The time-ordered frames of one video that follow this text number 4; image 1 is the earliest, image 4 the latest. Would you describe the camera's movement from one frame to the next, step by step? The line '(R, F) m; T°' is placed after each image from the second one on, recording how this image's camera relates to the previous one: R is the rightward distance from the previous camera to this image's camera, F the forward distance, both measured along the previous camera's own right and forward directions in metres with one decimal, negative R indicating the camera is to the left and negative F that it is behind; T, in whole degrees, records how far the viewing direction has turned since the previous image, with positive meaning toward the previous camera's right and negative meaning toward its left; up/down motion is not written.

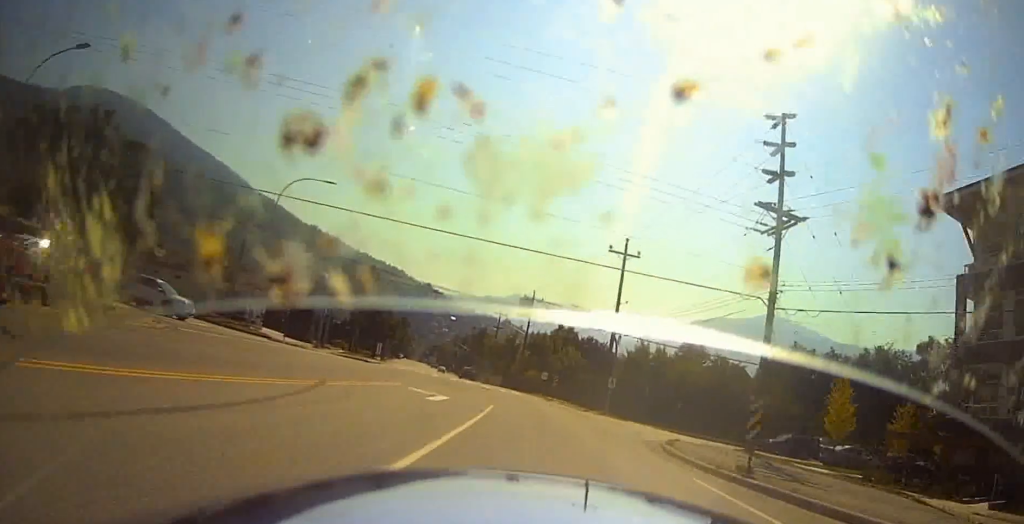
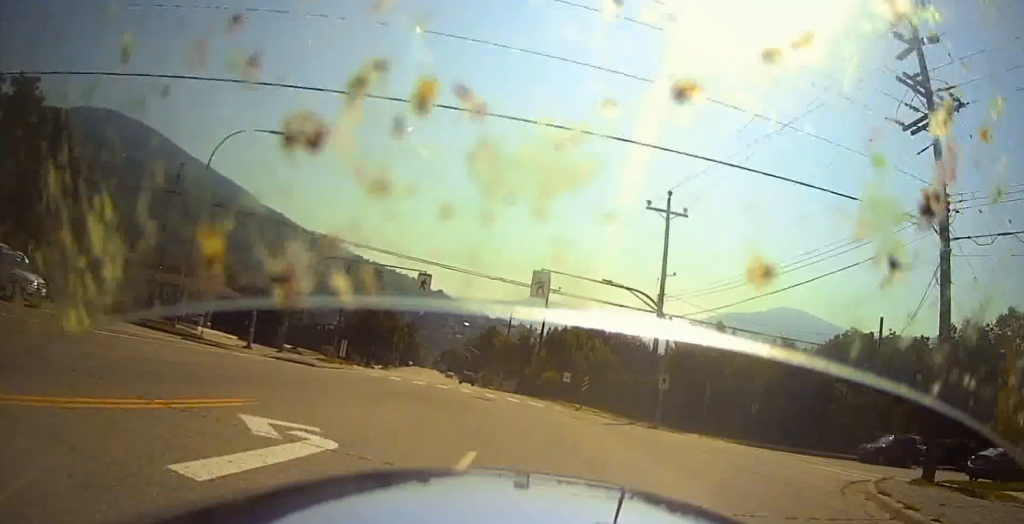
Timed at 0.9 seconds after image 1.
(-0.4, +12.2) m; -2°
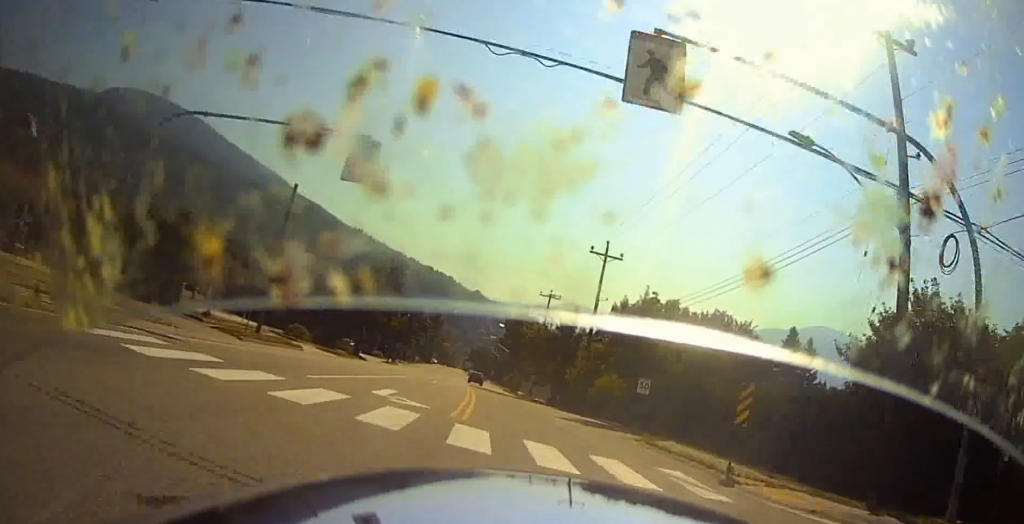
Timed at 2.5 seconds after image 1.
(-0.7, +22.5) m; -1°
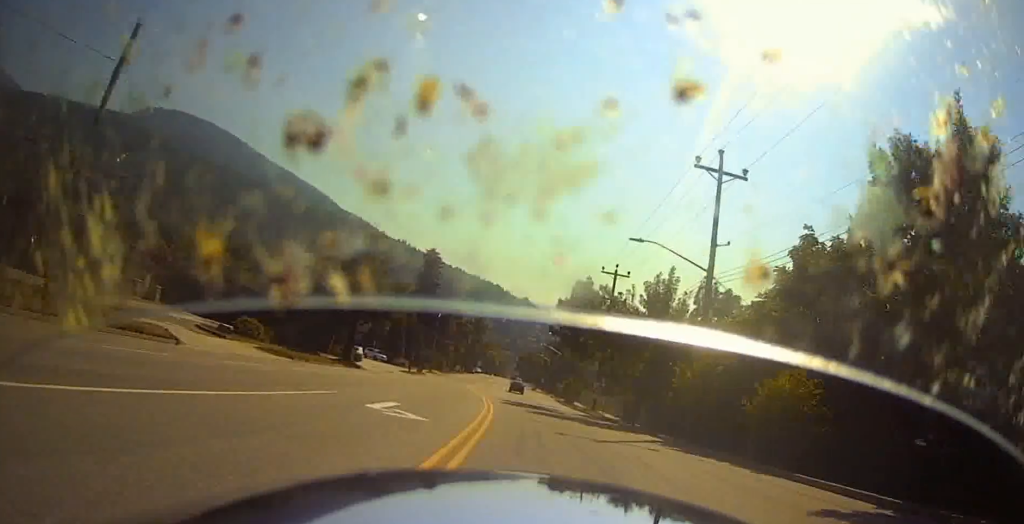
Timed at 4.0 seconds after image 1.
(+0.2, +22.1) m; -2°
